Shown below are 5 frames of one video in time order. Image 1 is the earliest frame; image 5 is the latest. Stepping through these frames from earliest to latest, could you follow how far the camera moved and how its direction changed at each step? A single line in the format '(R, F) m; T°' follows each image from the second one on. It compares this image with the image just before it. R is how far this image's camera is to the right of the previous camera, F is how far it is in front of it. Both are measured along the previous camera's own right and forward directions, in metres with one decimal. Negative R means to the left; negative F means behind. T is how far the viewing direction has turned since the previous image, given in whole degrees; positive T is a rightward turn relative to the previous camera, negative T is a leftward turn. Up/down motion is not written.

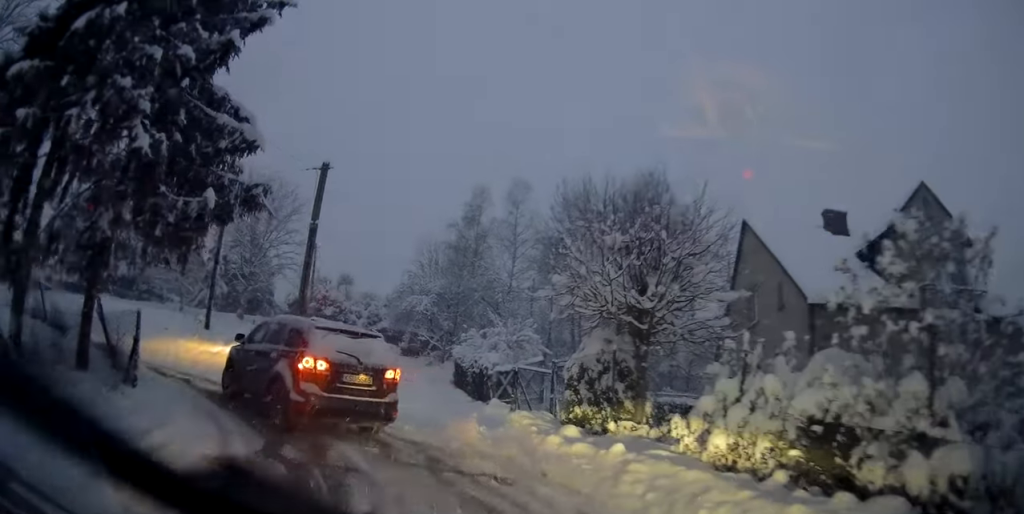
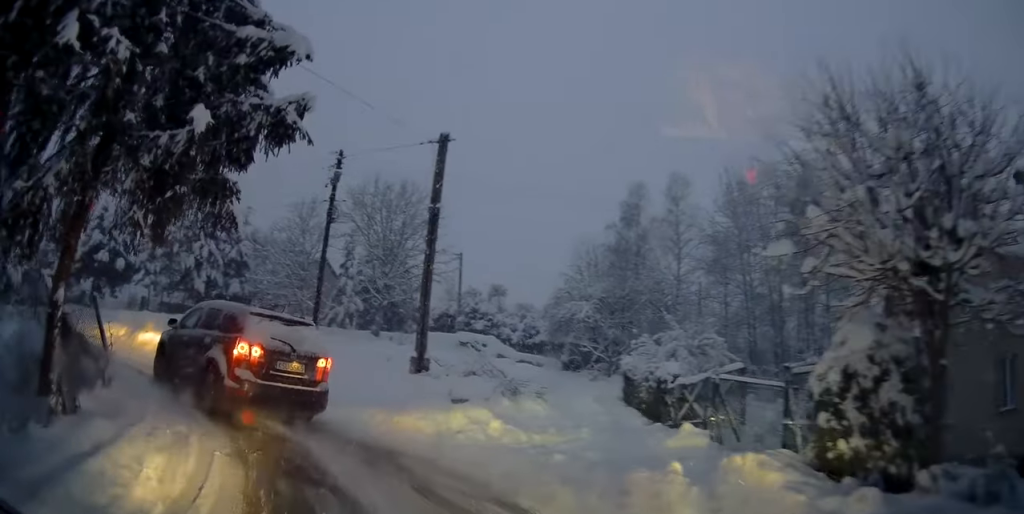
(-0.6, +5.7) m; -13°
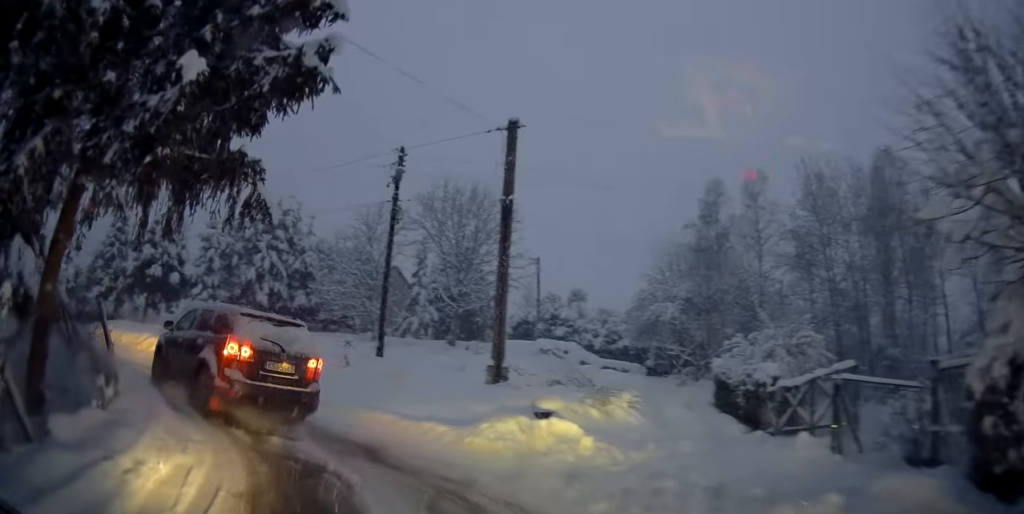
(0.0, +1.6) m; -9°
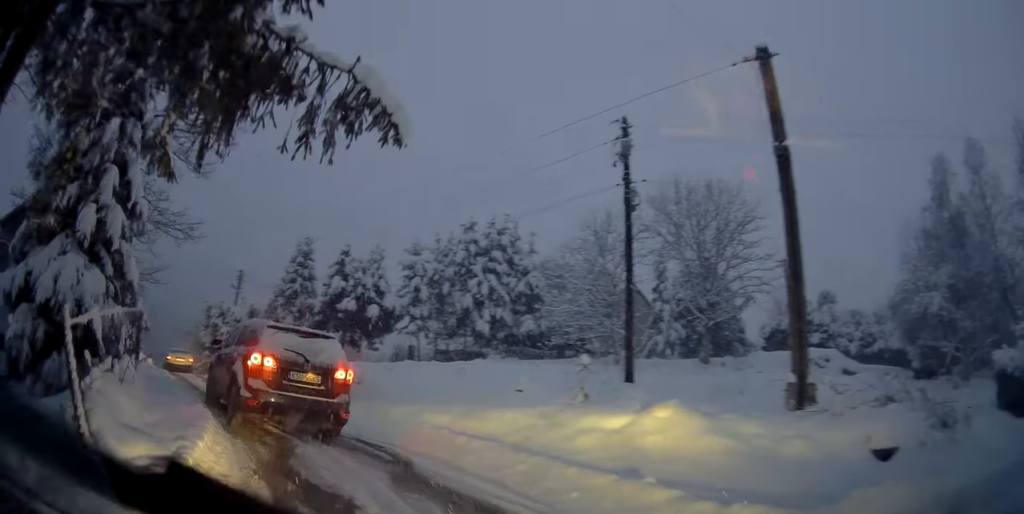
(-1.4, +4.2) m; -35°
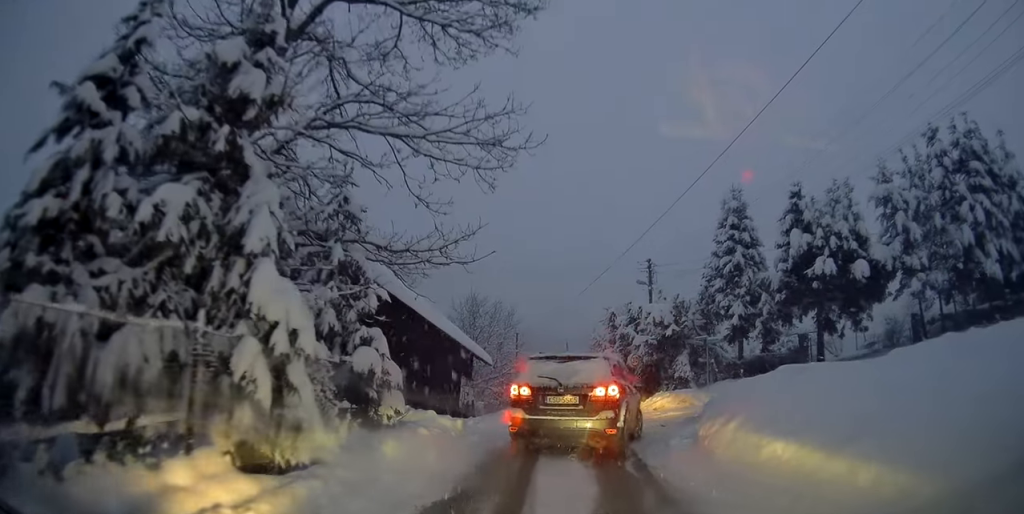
(-5.6, +11.8) m; -35°
